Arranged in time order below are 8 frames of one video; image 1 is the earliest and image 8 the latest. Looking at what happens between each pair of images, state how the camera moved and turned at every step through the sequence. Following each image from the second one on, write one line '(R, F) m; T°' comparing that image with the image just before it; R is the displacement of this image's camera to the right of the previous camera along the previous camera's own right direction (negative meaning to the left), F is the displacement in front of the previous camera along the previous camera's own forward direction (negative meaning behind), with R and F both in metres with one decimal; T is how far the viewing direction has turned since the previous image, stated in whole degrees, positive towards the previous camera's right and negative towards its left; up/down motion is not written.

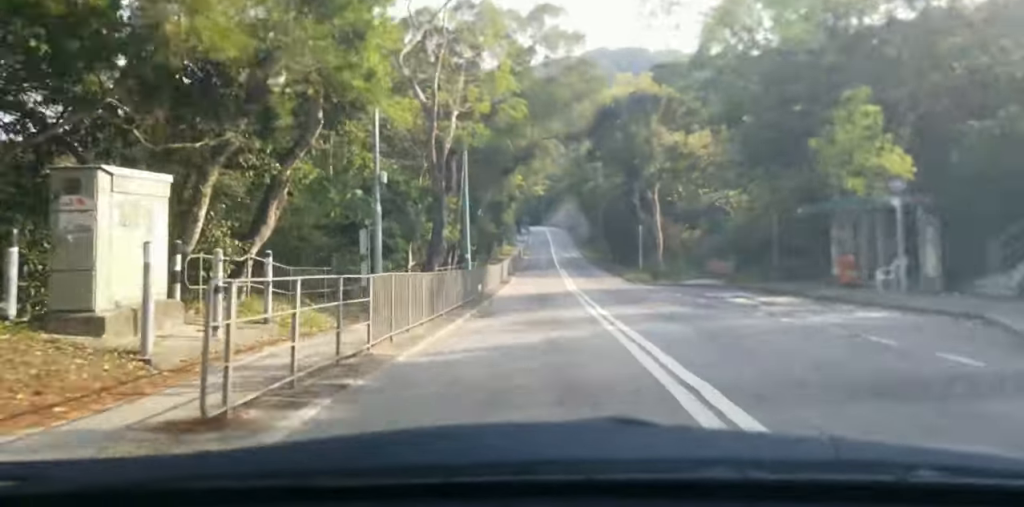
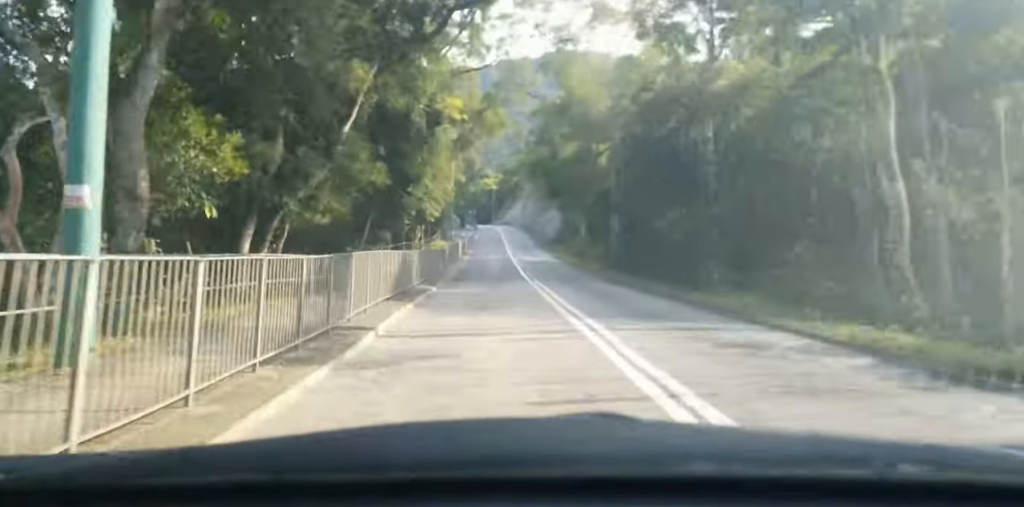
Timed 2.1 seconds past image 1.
(+1.0, +32.4) m; +2°
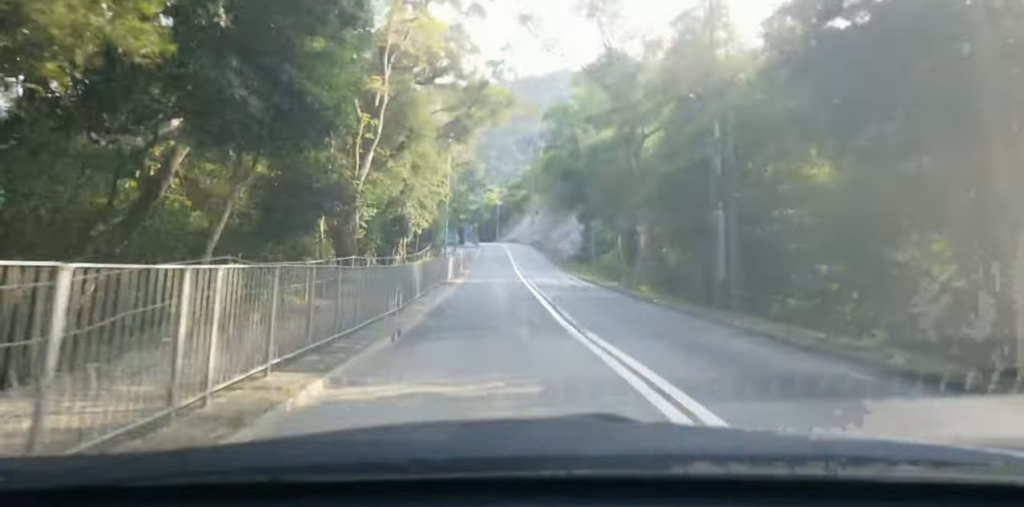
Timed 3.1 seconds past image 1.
(-0.1, +15.7) m; -2°
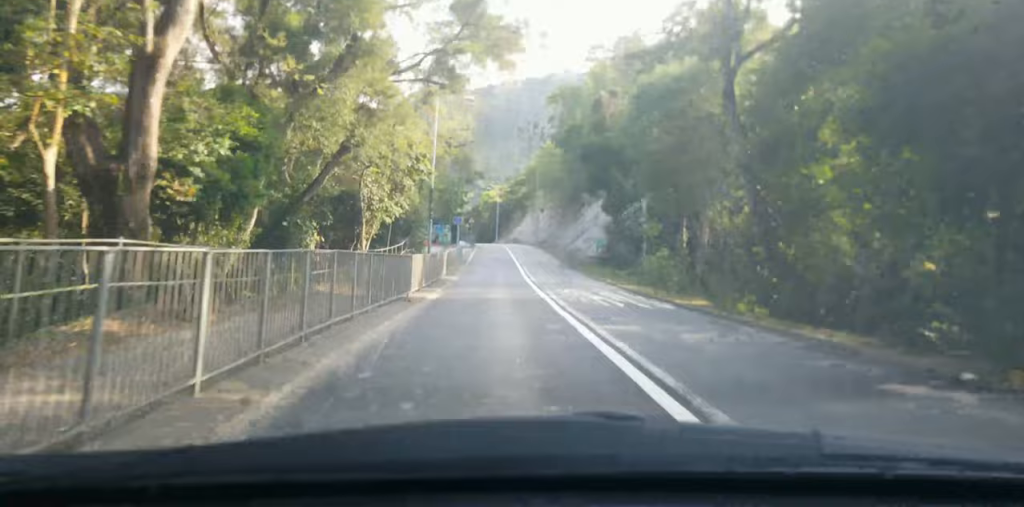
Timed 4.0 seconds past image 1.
(-0.4, +14.1) m; 0°
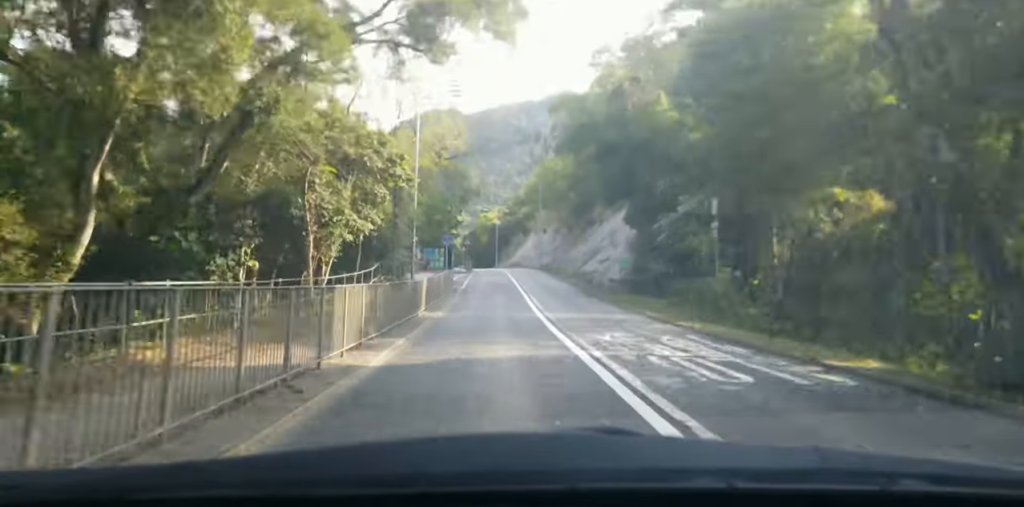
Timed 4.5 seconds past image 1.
(+0.3, +9.2) m; +1°
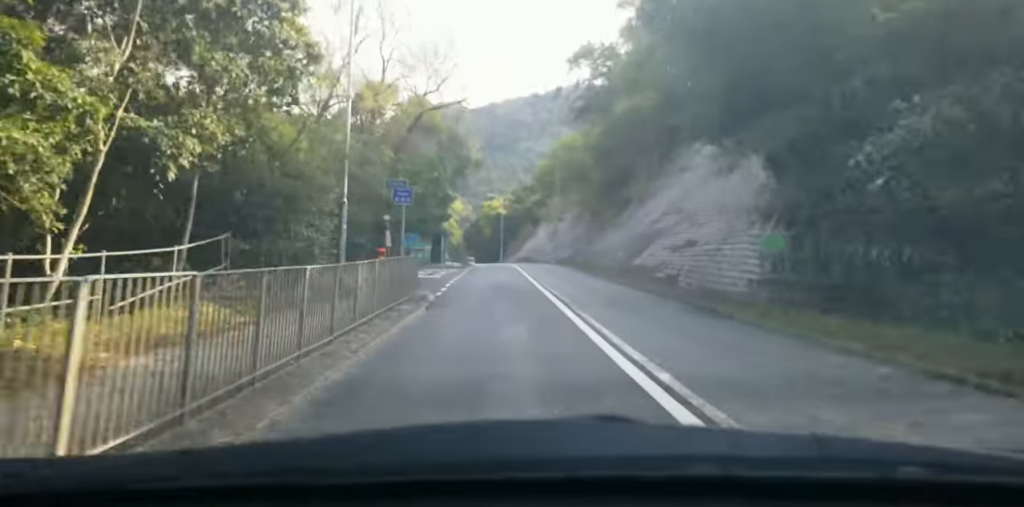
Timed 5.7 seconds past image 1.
(+0.3, +19.5) m; +1°
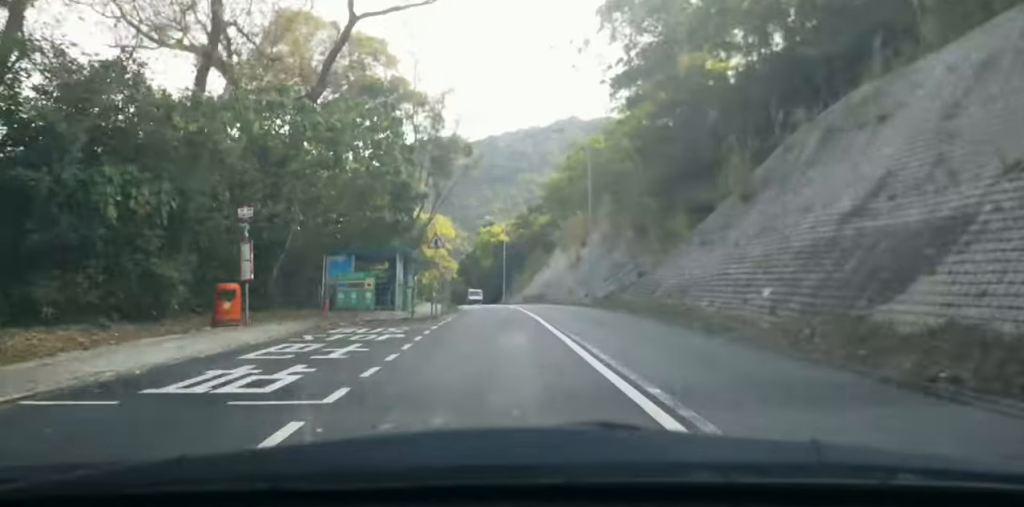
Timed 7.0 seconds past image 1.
(0.0, +22.9) m; 0°
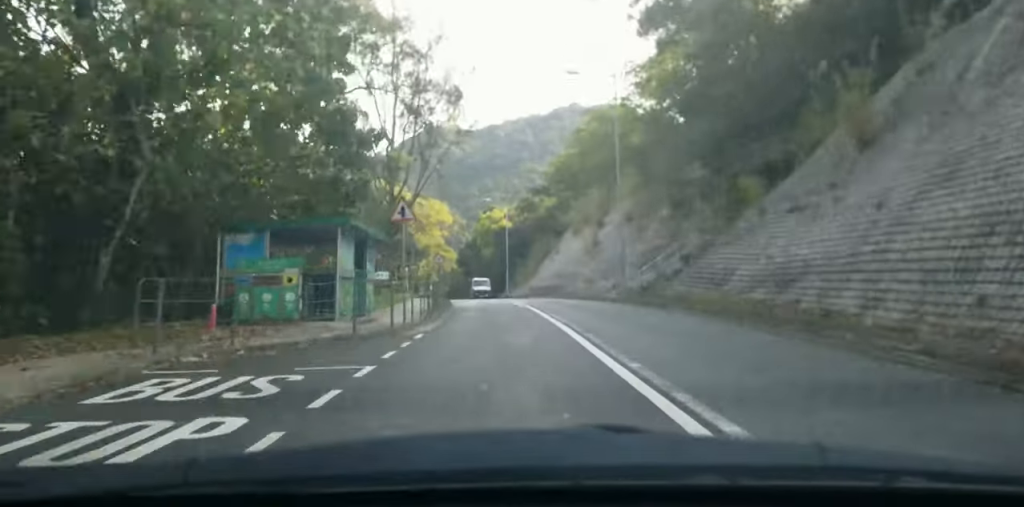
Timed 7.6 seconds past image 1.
(0.0, +10.5) m; -1°
